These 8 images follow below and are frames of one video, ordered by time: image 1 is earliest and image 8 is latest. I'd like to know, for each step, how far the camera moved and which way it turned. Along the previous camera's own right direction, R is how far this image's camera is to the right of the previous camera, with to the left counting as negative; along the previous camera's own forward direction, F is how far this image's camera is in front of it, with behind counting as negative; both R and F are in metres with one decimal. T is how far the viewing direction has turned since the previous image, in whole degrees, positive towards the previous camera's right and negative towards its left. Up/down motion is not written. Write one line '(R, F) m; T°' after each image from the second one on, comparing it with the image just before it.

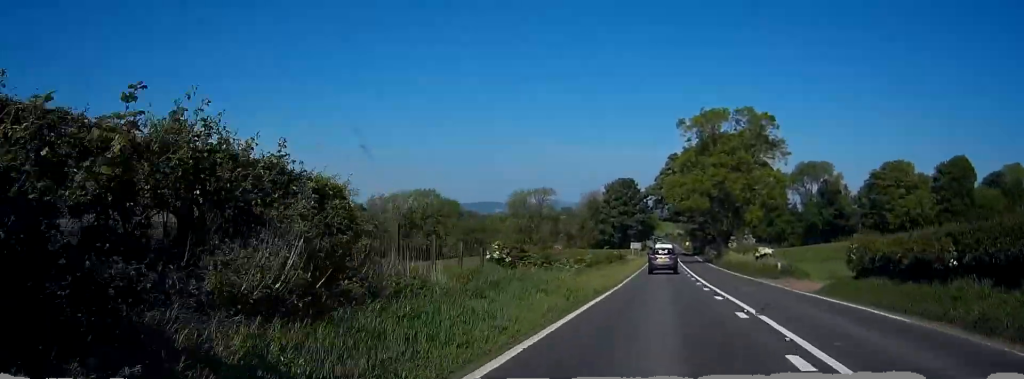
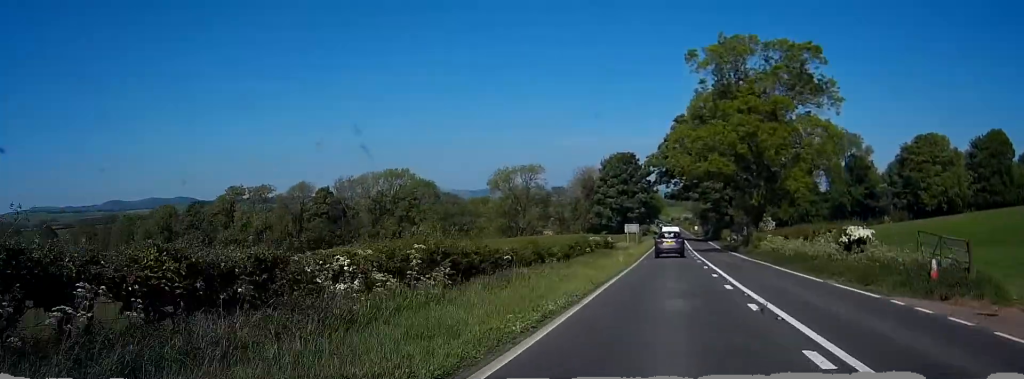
(-0.2, +22.8) m; -1°
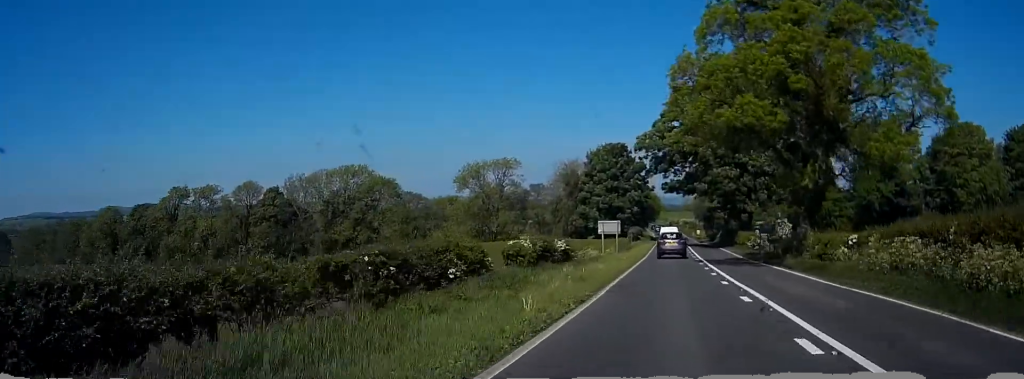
(0.0, +22.2) m; 0°
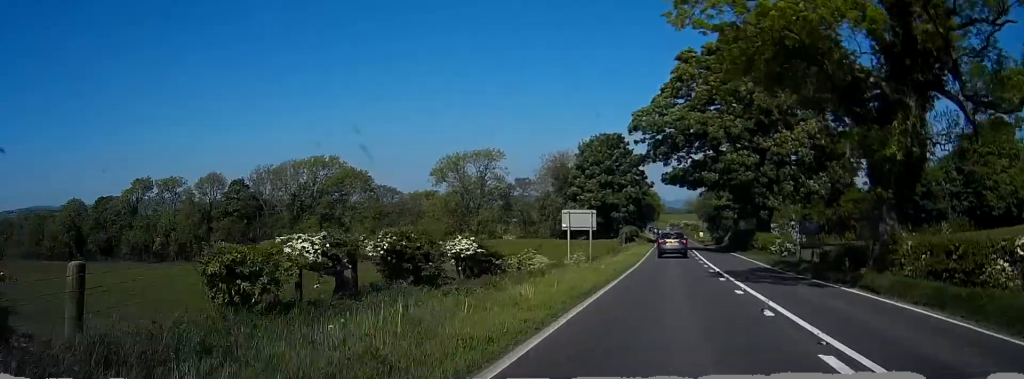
(+0.1, +13.6) m; 0°
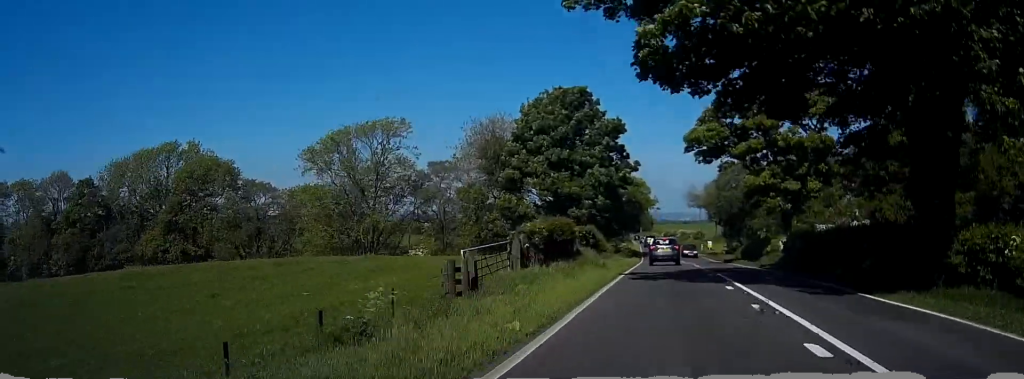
(-0.1, +41.0) m; 0°
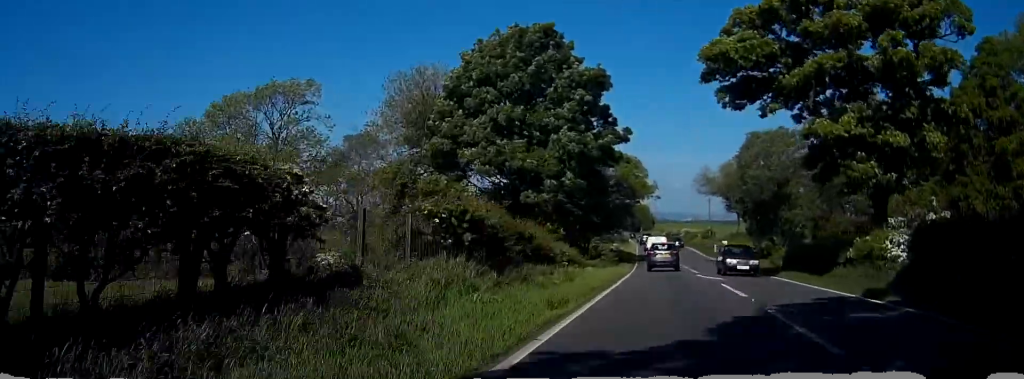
(0.0, +21.7) m; 0°
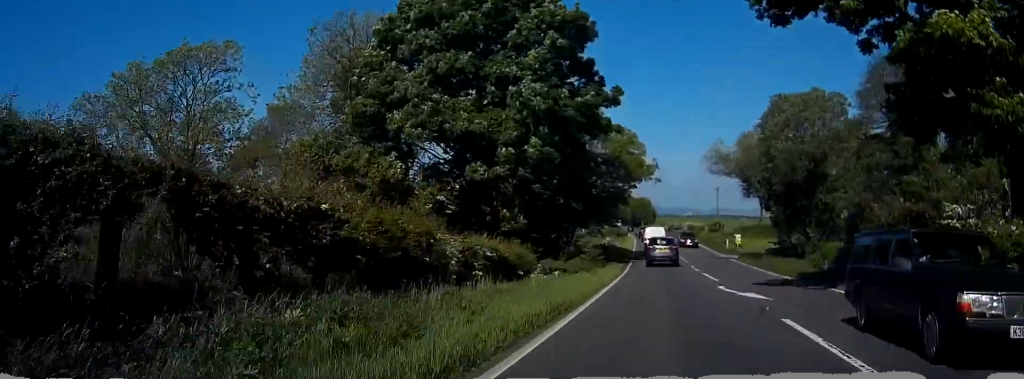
(0.0, +12.2) m; 0°
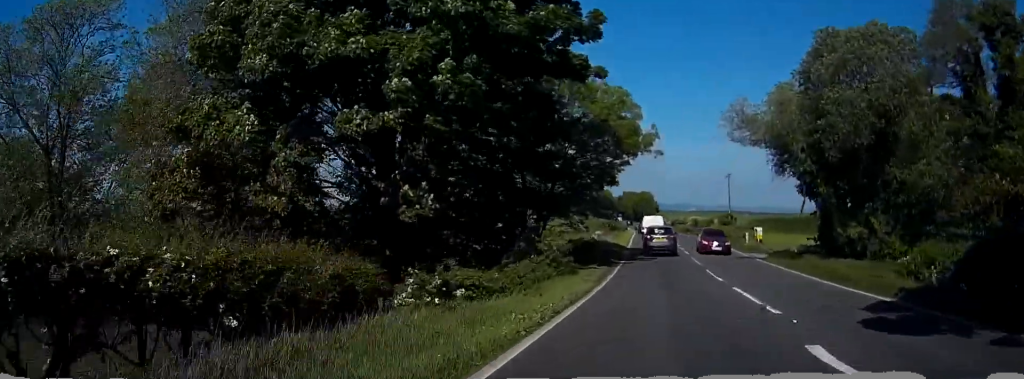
(0.0, +12.8) m; 0°
